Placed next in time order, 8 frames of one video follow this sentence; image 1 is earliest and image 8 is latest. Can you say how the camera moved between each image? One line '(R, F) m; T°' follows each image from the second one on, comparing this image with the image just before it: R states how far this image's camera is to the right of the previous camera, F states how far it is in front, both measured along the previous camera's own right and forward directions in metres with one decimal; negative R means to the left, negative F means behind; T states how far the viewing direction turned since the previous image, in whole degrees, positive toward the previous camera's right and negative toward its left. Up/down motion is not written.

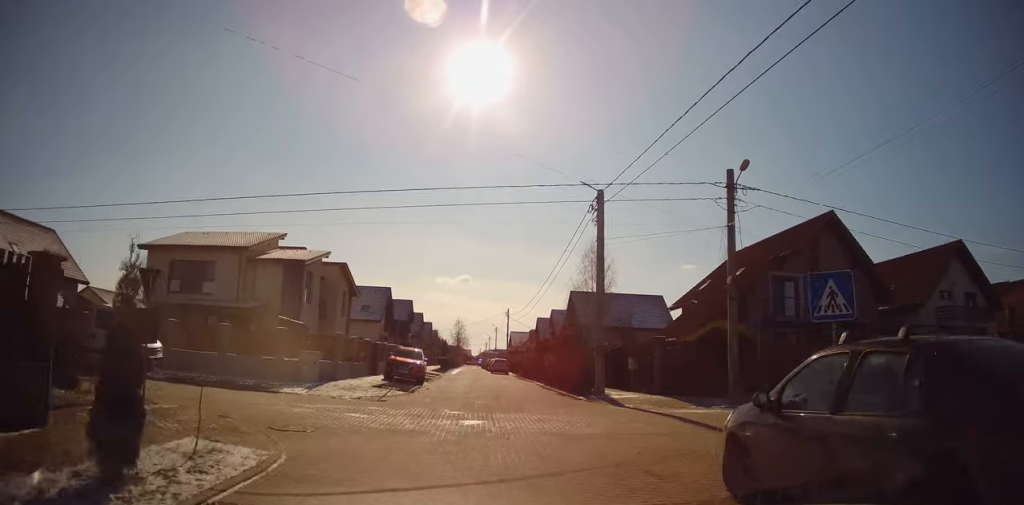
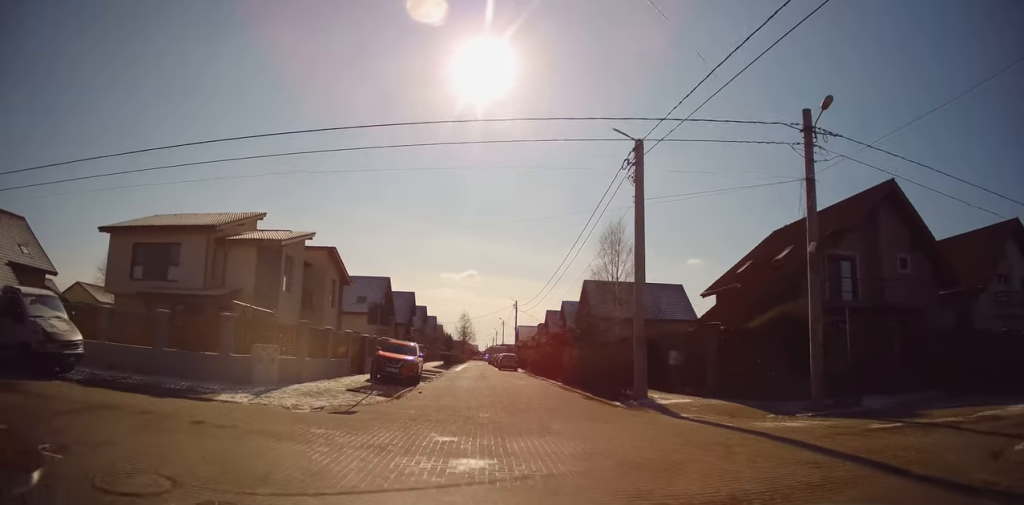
(-0.2, +4.7) m; -12°
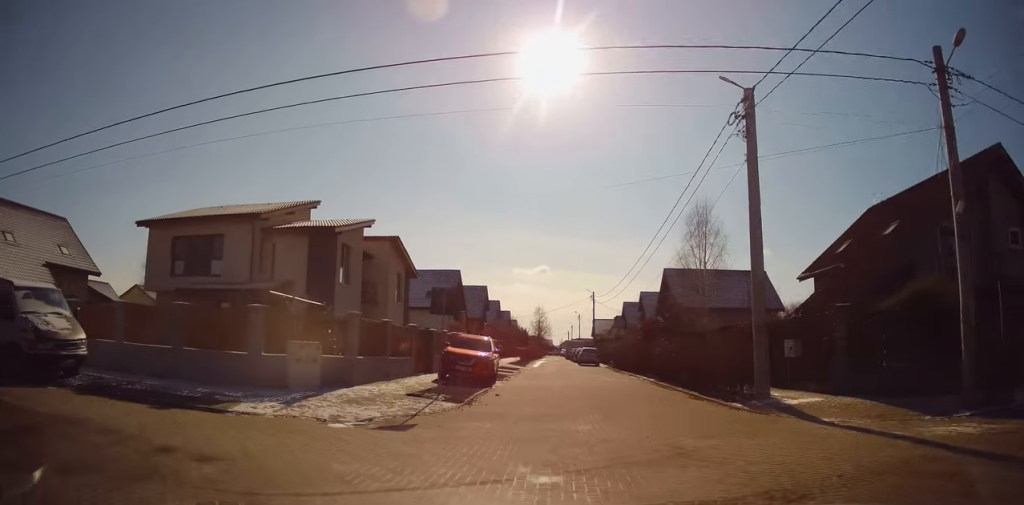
(-0.3, +3.4) m; -18°
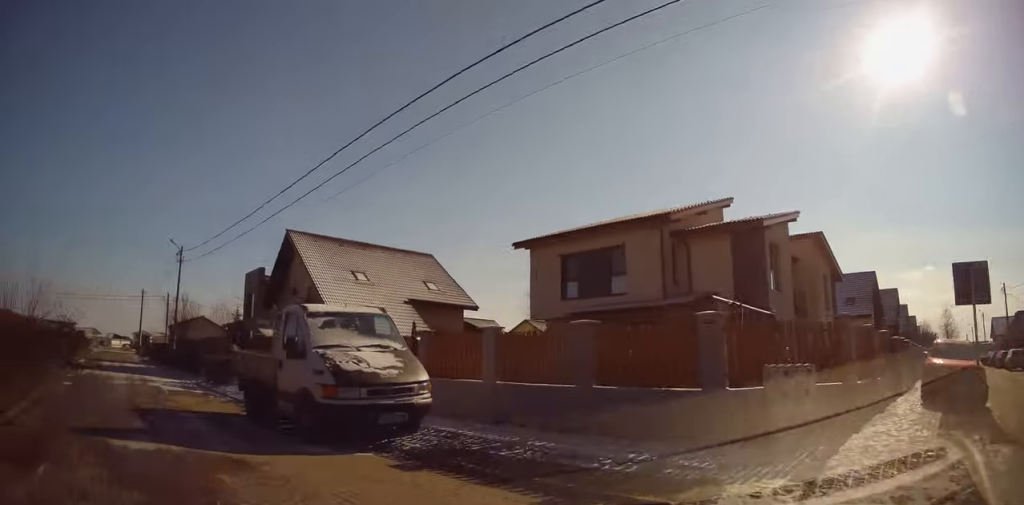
(-2.4, +5.2) m; -42°
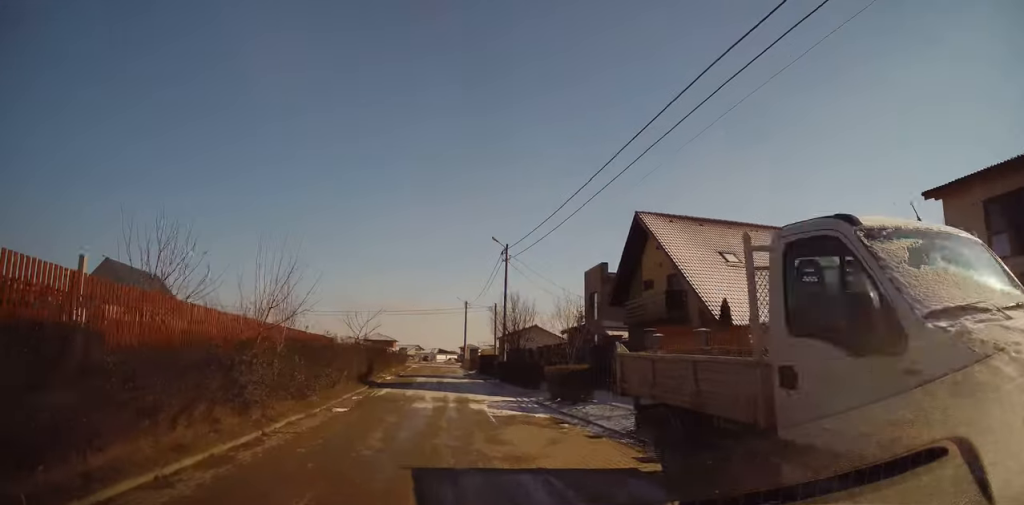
(-1.3, +6.6) m; -17°
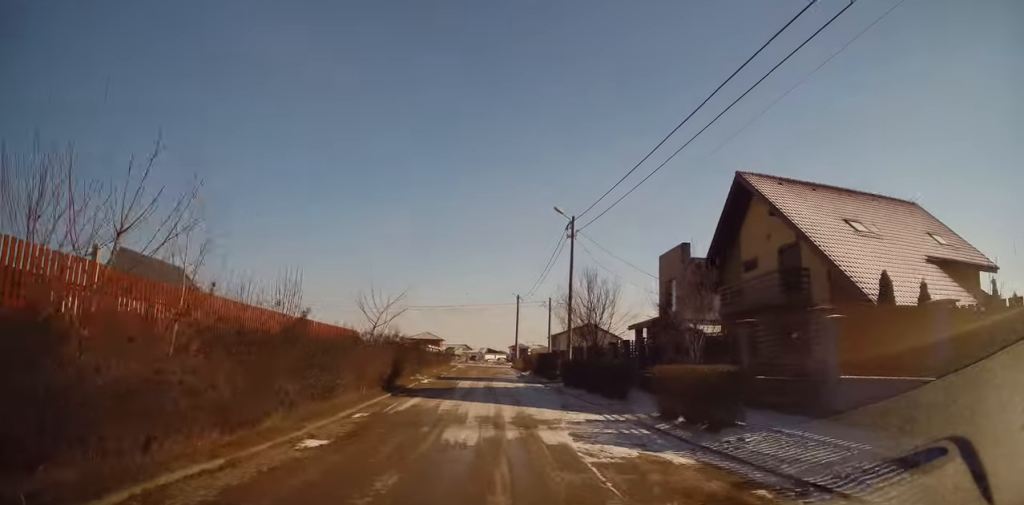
(-0.5, +6.0) m; -3°
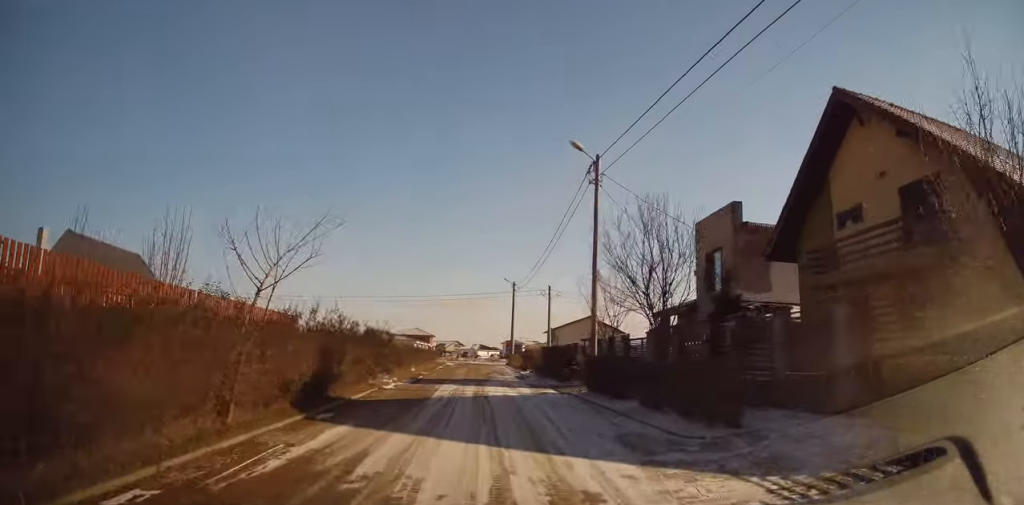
(0.0, +7.3) m; +2°
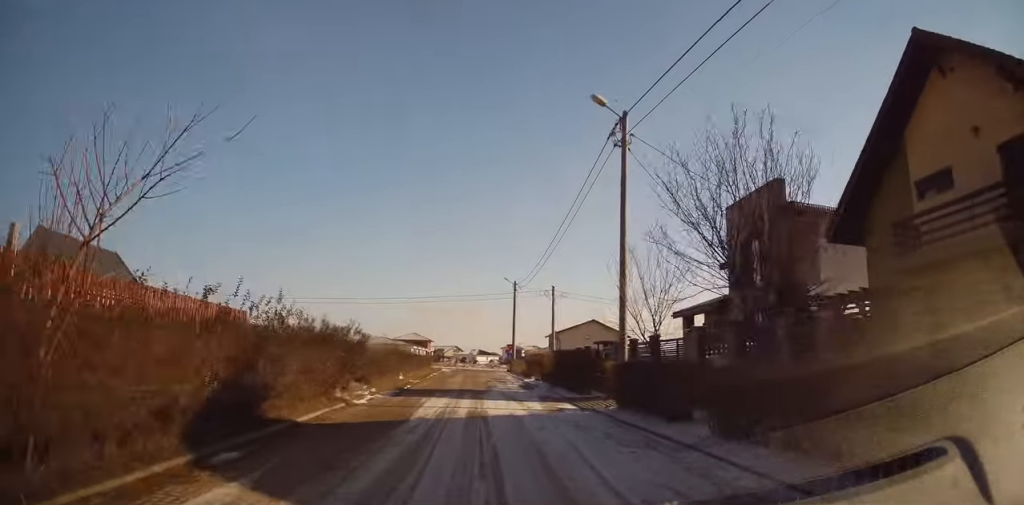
(+0.1, +3.9) m; +2°
